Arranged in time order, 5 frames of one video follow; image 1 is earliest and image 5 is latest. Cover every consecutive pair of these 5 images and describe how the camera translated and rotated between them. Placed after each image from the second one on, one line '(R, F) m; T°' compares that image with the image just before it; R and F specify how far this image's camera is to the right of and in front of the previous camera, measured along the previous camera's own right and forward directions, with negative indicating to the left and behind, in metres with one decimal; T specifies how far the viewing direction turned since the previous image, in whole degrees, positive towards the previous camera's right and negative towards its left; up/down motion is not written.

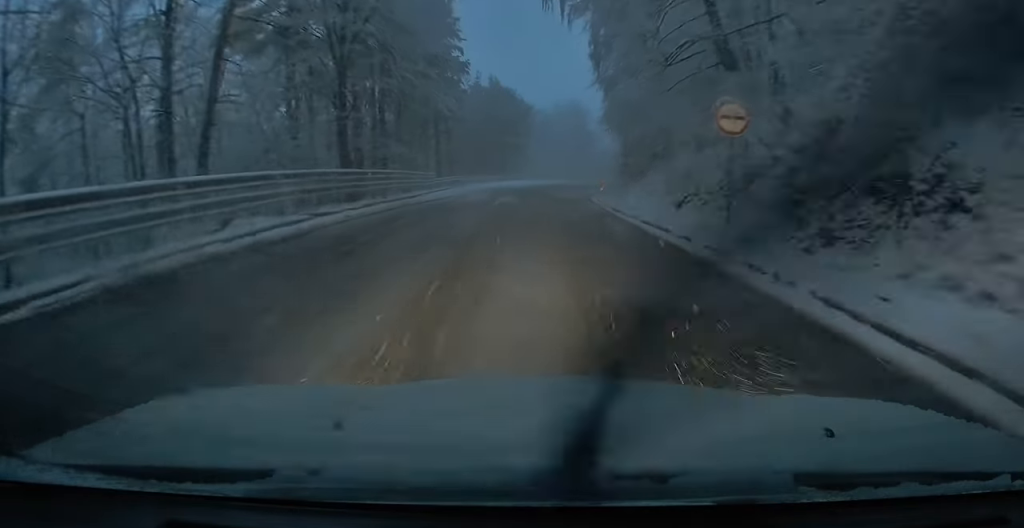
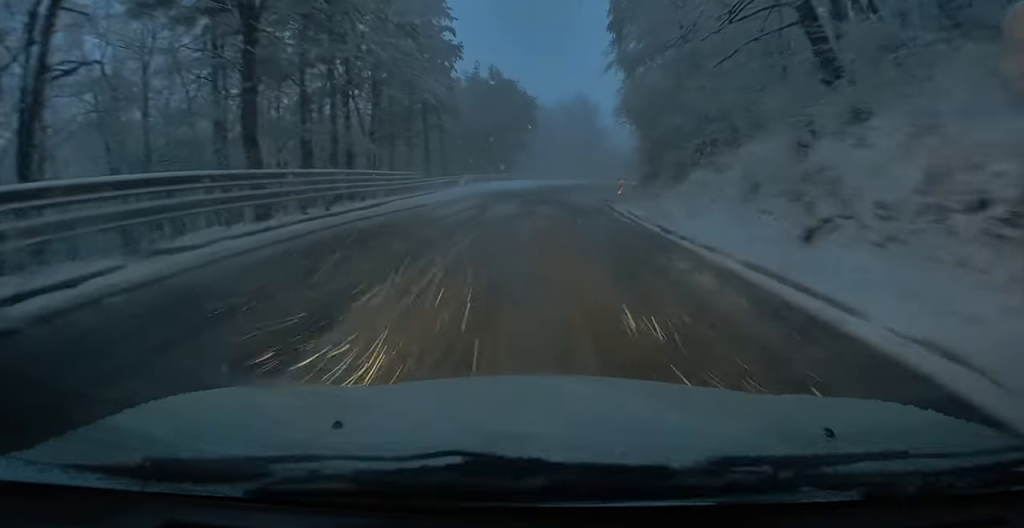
(0.0, +7.9) m; 0°
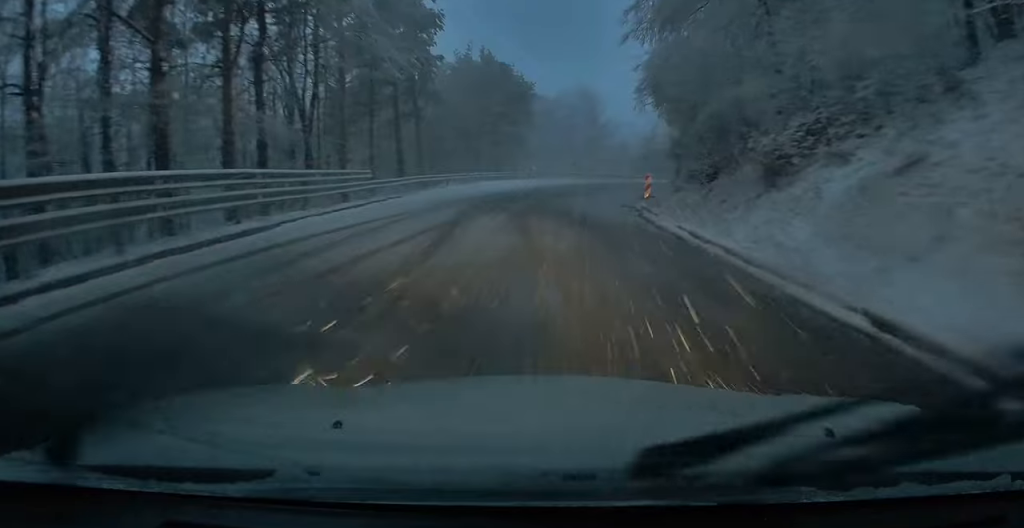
(0.0, +9.8) m; +2°
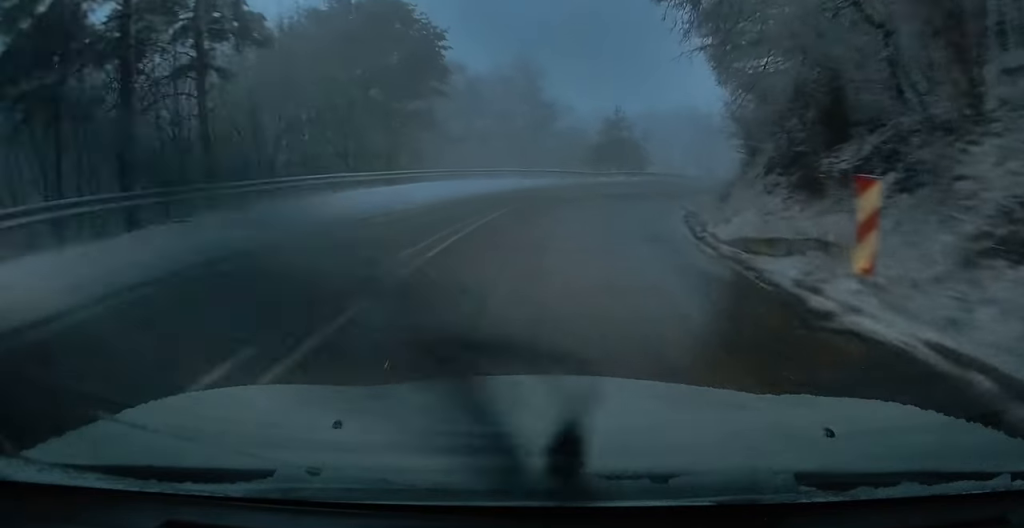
(+0.7, +23.7) m; +6°
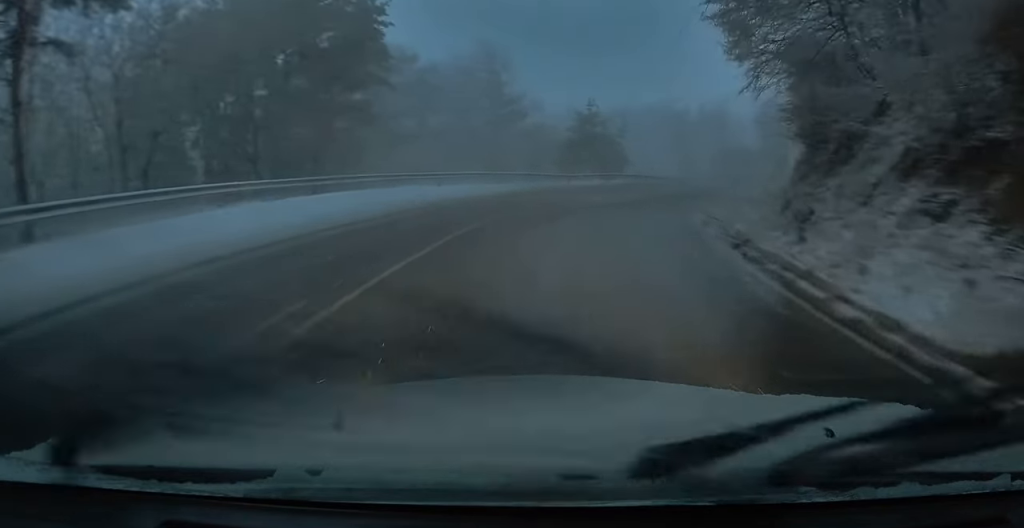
(+0.4, +7.9) m; +4°
